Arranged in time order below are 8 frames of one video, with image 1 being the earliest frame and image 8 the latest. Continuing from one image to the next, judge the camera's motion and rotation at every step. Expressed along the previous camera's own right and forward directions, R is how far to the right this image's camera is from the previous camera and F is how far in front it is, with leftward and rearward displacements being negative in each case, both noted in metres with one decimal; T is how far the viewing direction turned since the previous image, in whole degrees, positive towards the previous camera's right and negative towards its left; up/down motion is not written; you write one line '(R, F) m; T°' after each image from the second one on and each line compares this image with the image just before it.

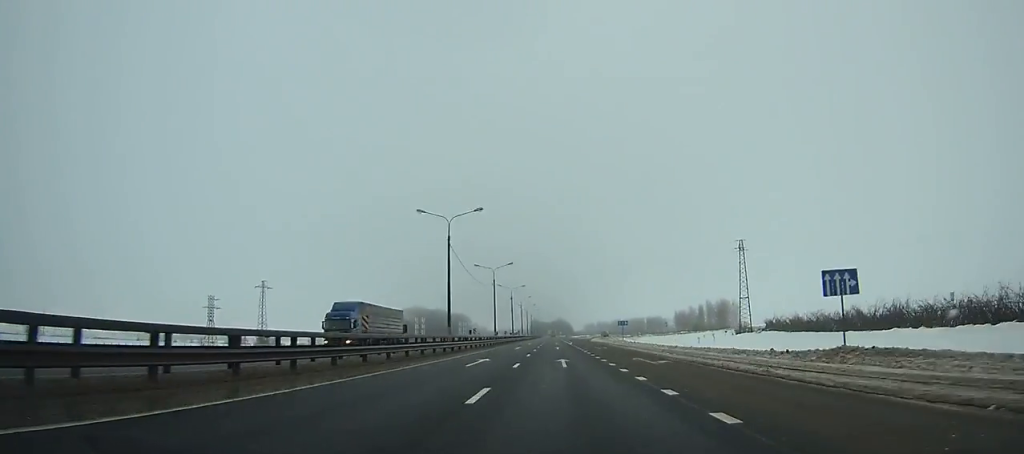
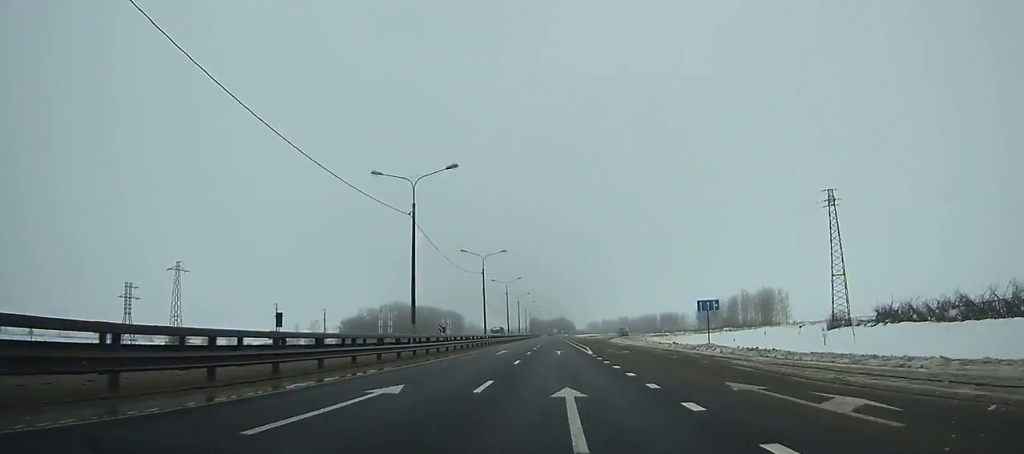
(-0.3, +45.9) m; 0°
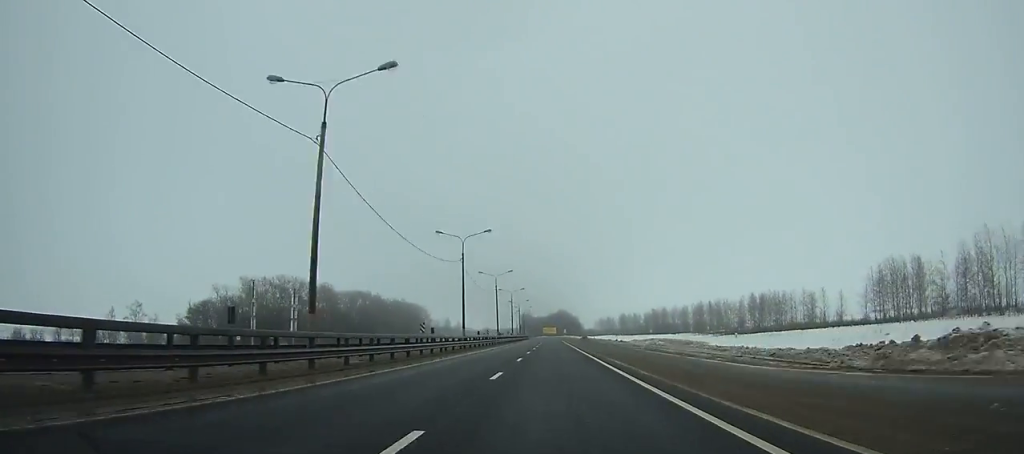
(+0.6, +147.7) m; 0°
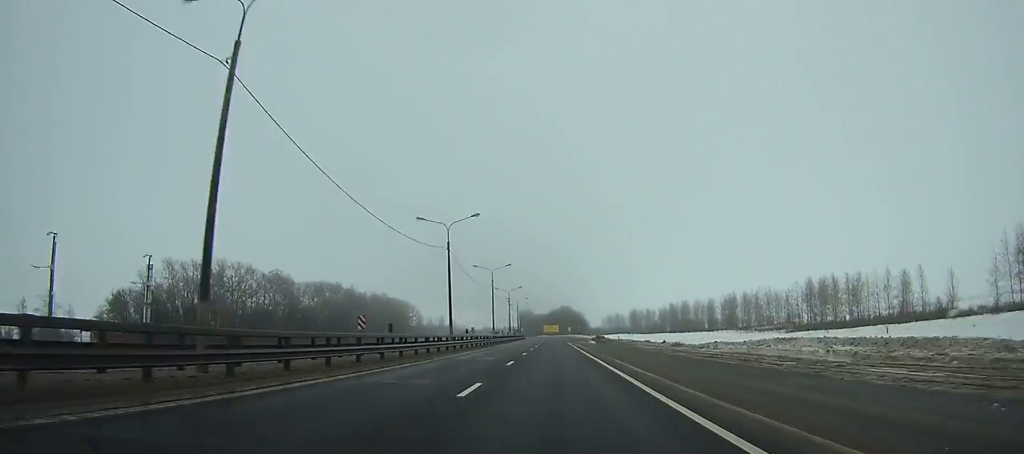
(0.0, +39.5) m; 0°
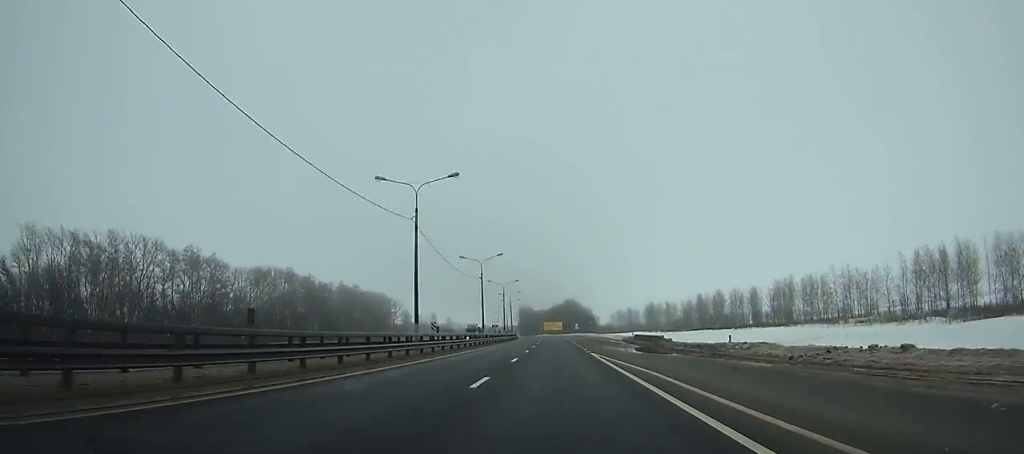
(0.0, +44.6) m; -1°
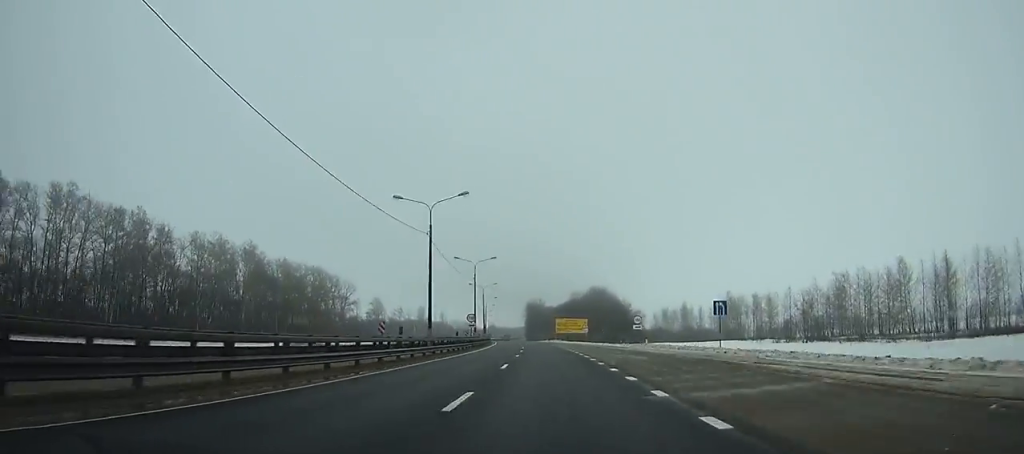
(-1.3, +96.9) m; -3°
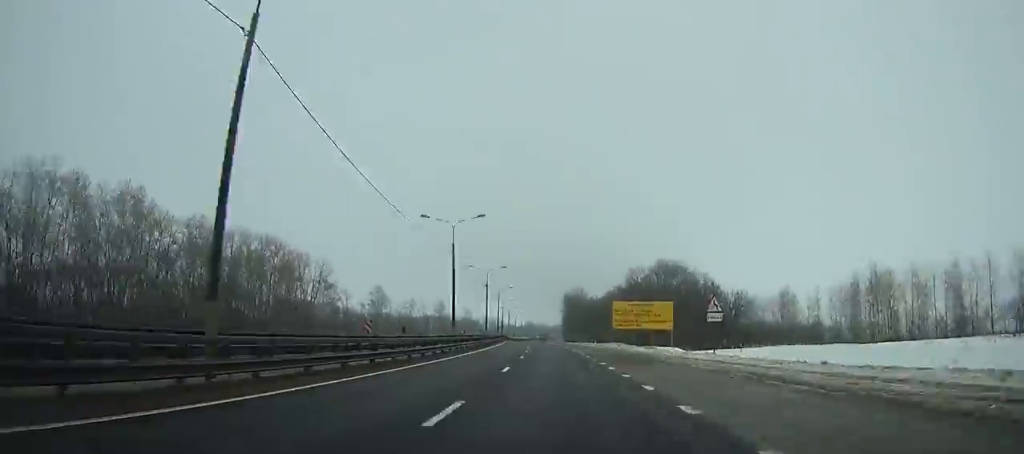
(-1.6, +60.6) m; -2°
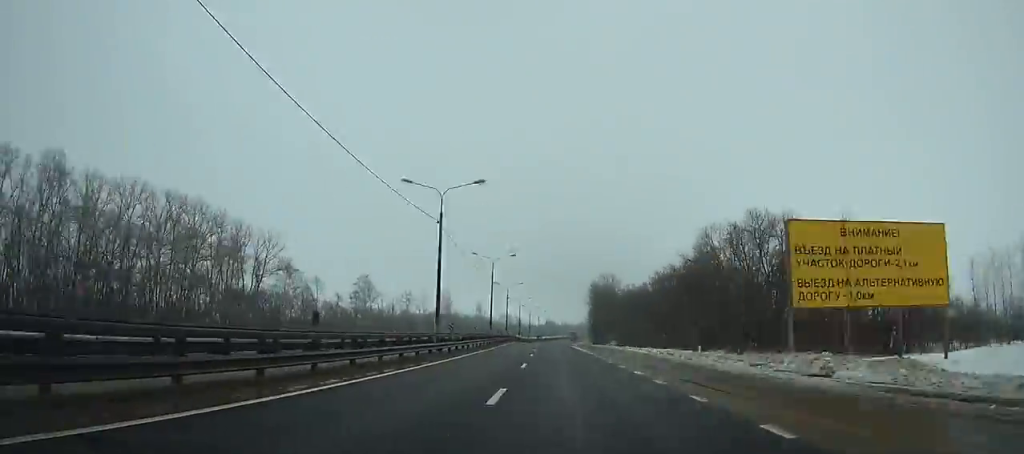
(-0.5, +44.1) m; -1°
